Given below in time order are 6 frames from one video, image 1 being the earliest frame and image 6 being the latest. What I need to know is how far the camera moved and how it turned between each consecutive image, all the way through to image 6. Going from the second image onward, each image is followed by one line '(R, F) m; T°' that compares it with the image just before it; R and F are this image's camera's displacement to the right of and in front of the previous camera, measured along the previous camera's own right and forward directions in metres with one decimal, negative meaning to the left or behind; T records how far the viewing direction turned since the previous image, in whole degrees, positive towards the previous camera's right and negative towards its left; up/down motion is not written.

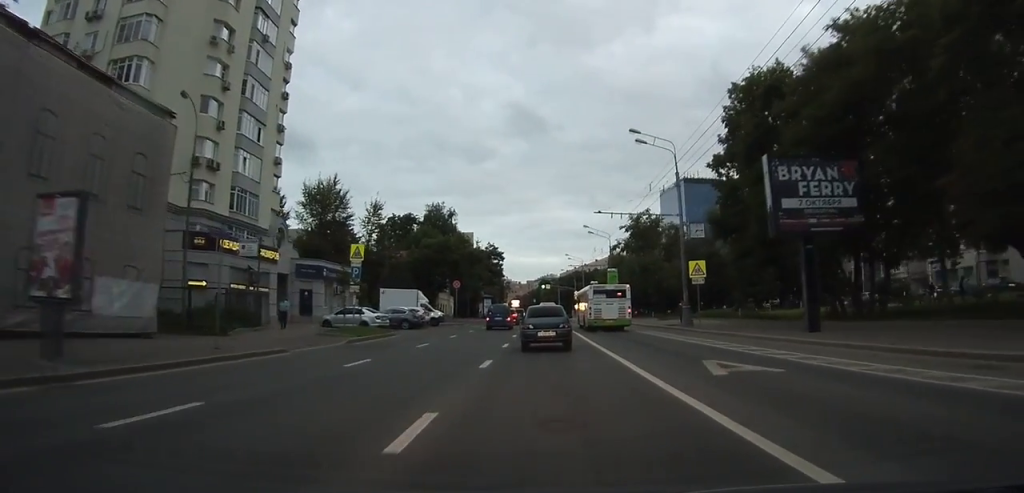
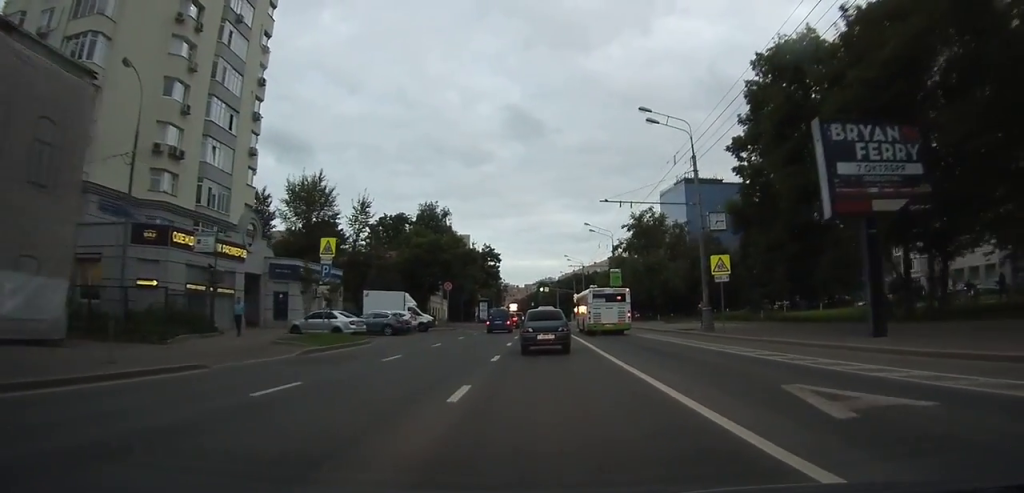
(0.0, +4.8) m; 0°
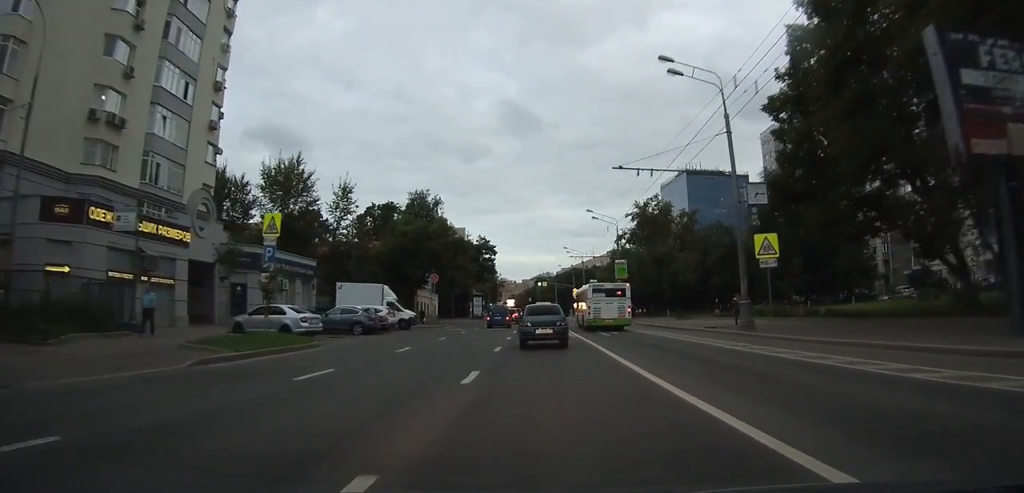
(0.0, +6.4) m; 0°
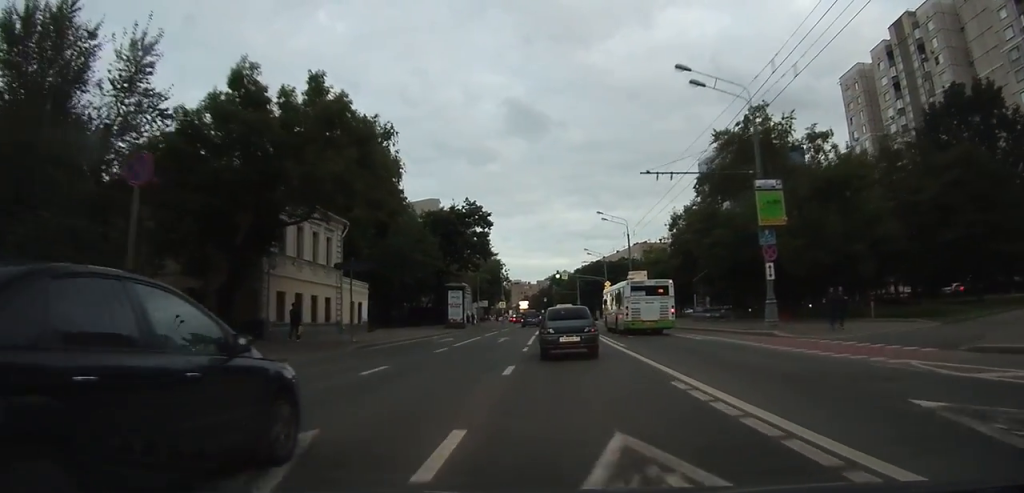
(+0.2, +38.5) m; +1°
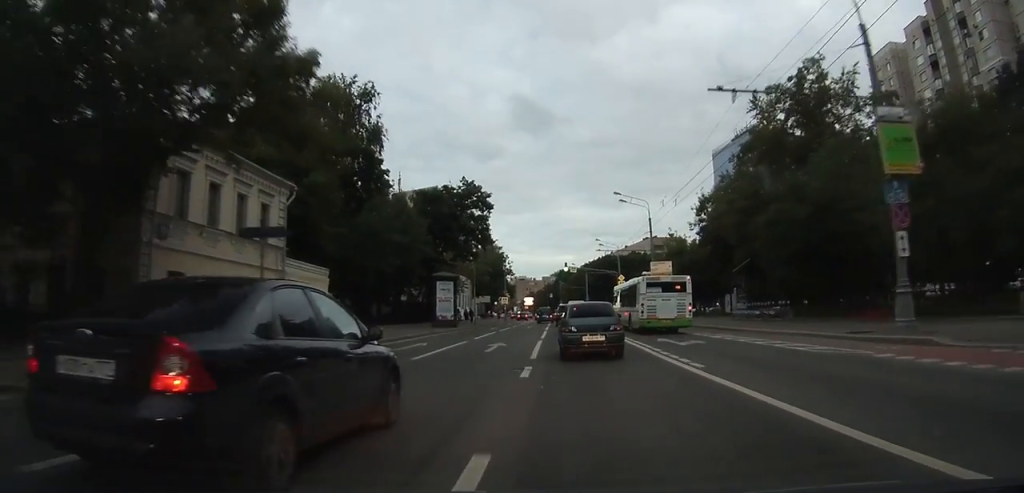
(0.0, +9.2) m; 0°
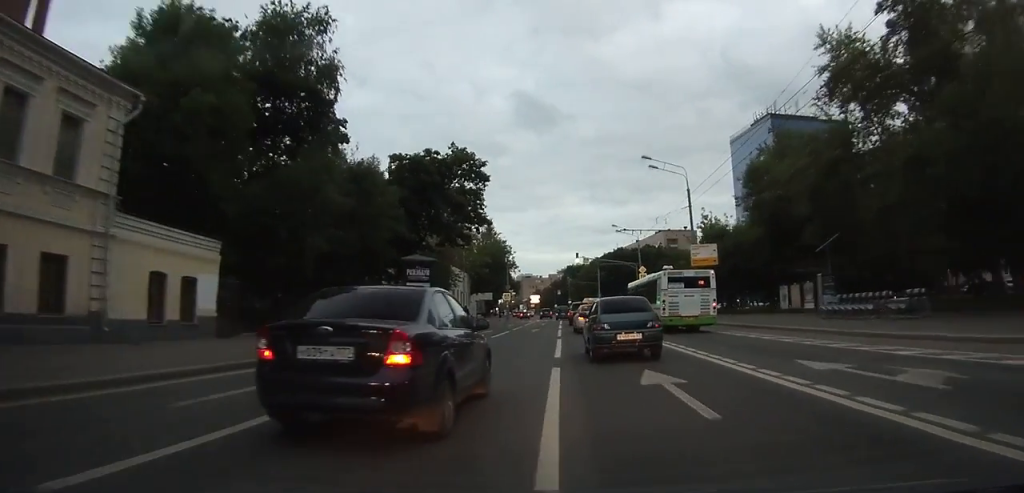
(-0.1, +12.4) m; -1°
